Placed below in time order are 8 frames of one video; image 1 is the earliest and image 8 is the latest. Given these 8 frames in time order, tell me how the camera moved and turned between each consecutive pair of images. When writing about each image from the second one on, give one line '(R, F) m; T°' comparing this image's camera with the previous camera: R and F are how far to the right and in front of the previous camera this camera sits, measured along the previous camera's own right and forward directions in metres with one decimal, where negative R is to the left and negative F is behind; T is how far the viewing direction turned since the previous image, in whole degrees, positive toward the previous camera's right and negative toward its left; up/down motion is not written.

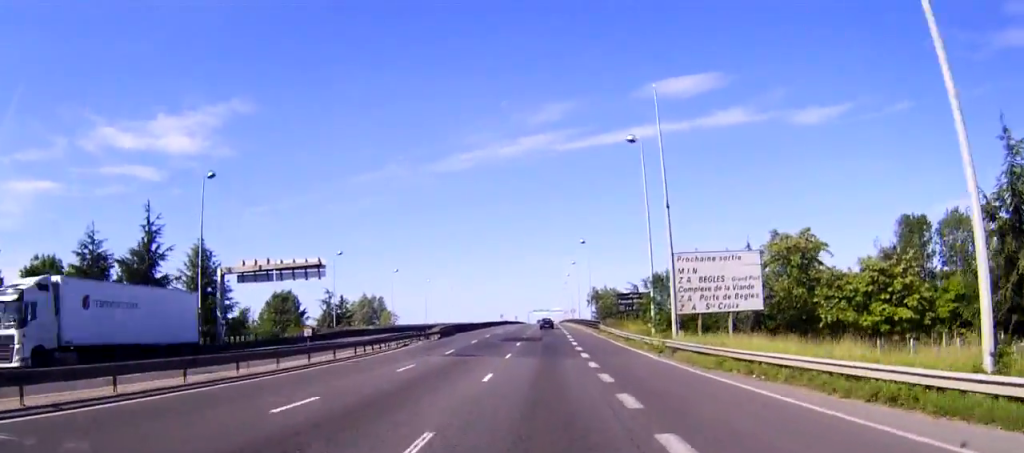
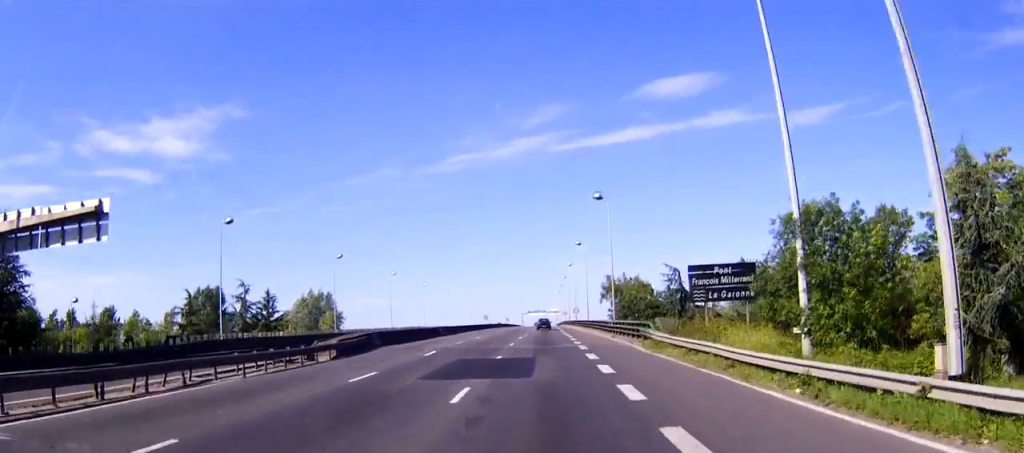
(0.0, +32.4) m; 0°
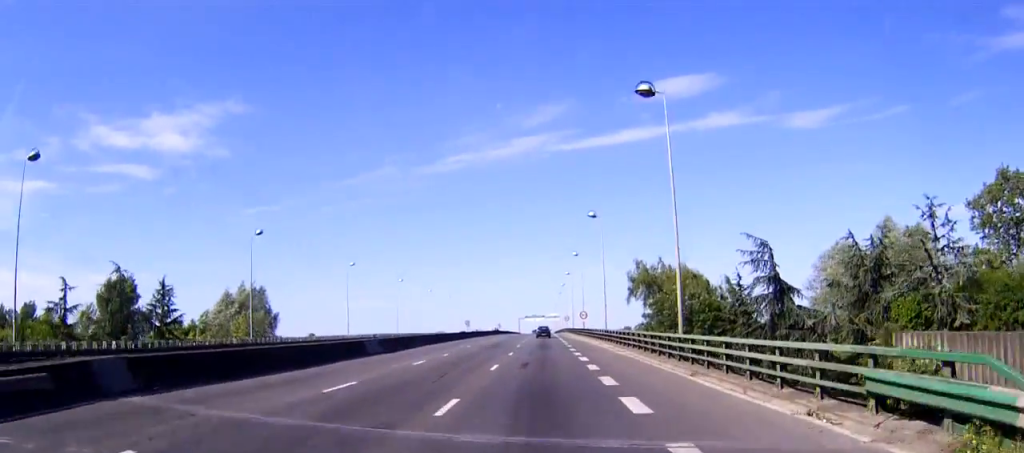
(0.0, +27.0) m; 0°
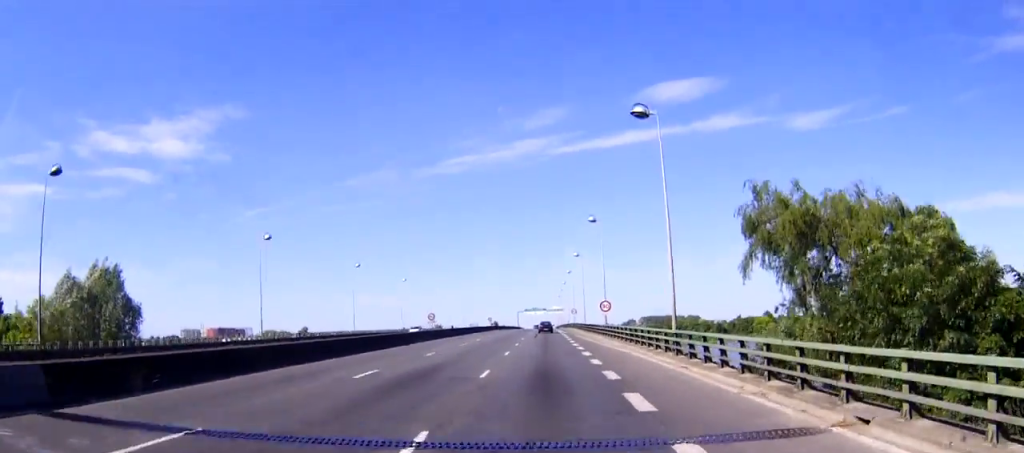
(0.0, +31.8) m; 0°
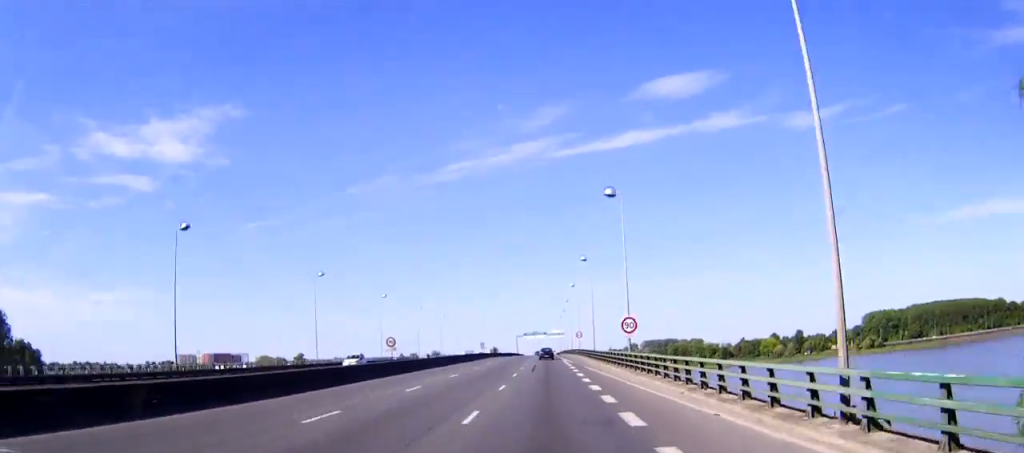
(+0.1, +17.2) m; 0°
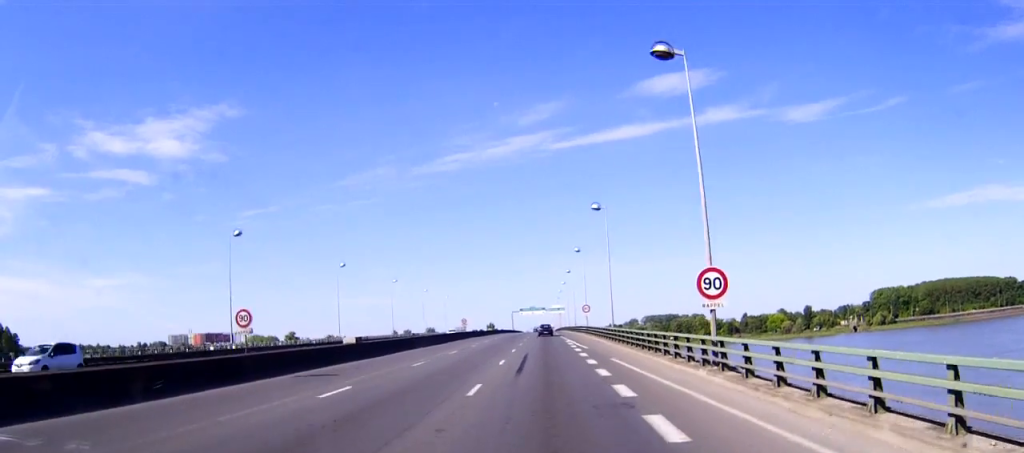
(0.0, +23.5) m; 0°
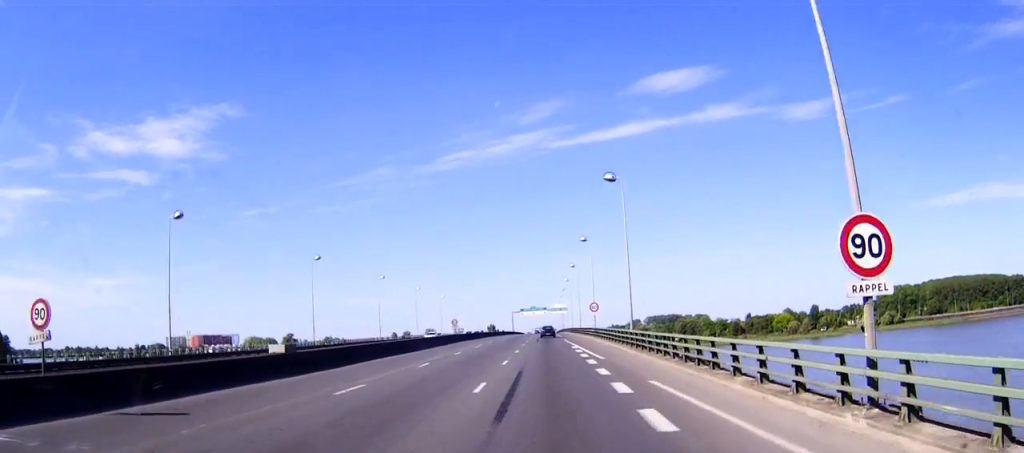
(0.0, +11.3) m; 0°
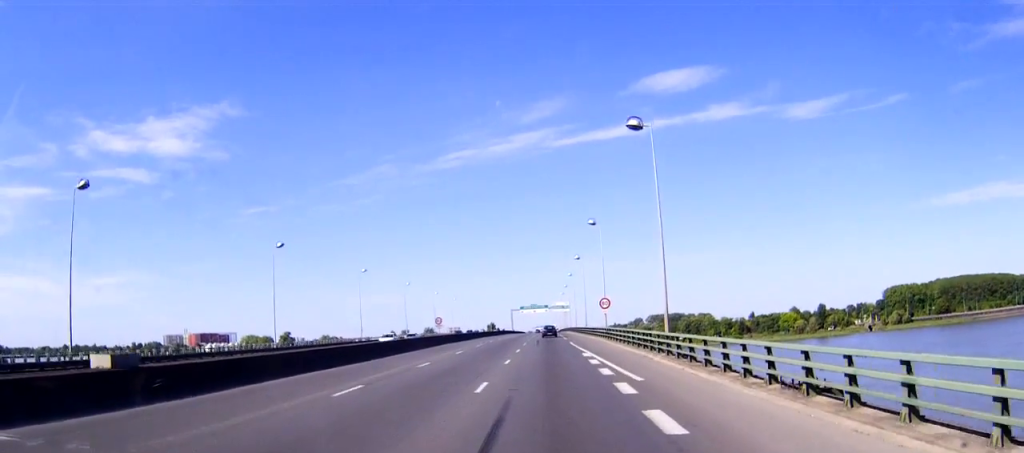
(0.0, +12.7) m; 0°
